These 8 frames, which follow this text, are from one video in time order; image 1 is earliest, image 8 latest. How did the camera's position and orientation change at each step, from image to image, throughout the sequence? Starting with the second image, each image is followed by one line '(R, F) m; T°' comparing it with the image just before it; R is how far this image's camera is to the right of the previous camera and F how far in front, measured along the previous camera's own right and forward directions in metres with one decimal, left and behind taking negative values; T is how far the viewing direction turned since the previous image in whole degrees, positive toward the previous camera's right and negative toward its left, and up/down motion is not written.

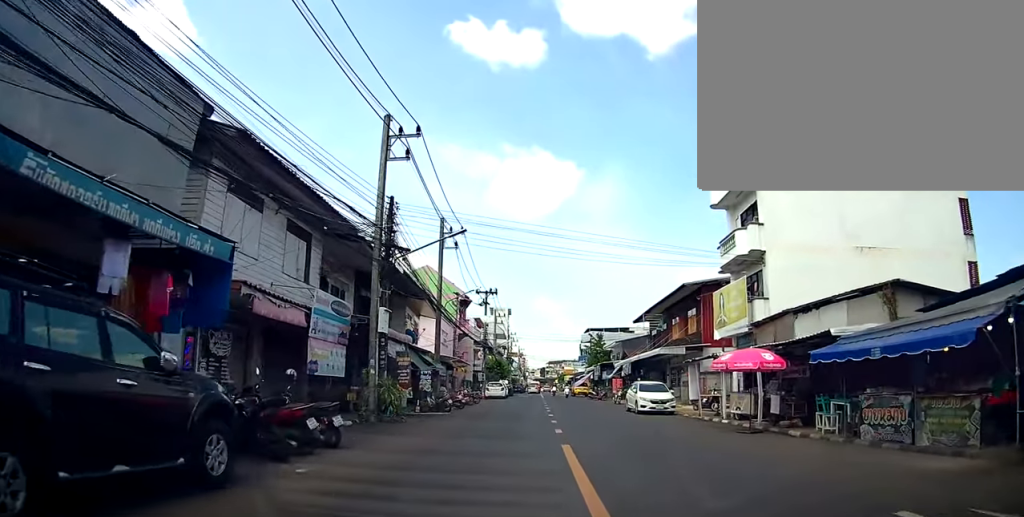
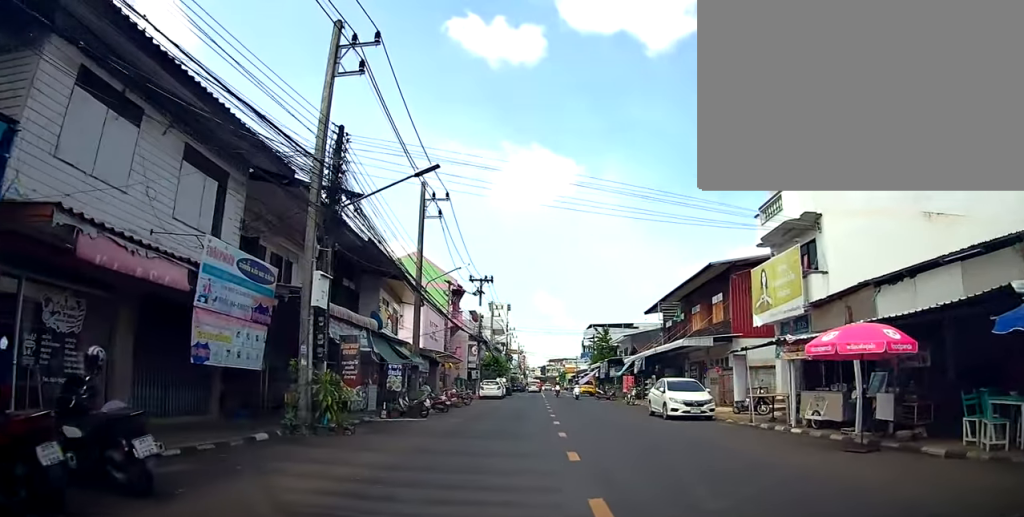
(-0.2, +5.1) m; +4°
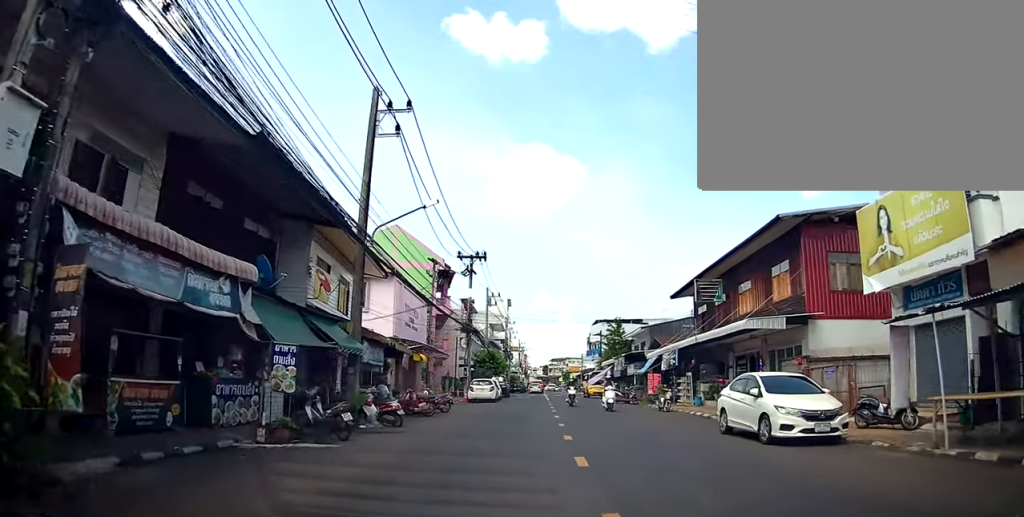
(+0.7, +8.0) m; -1°
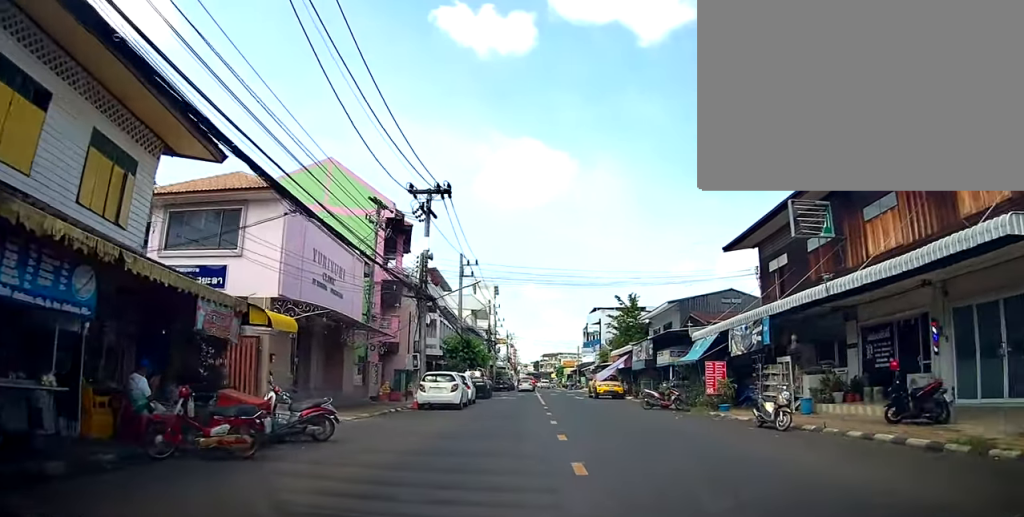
(-0.3, +12.3) m; 0°
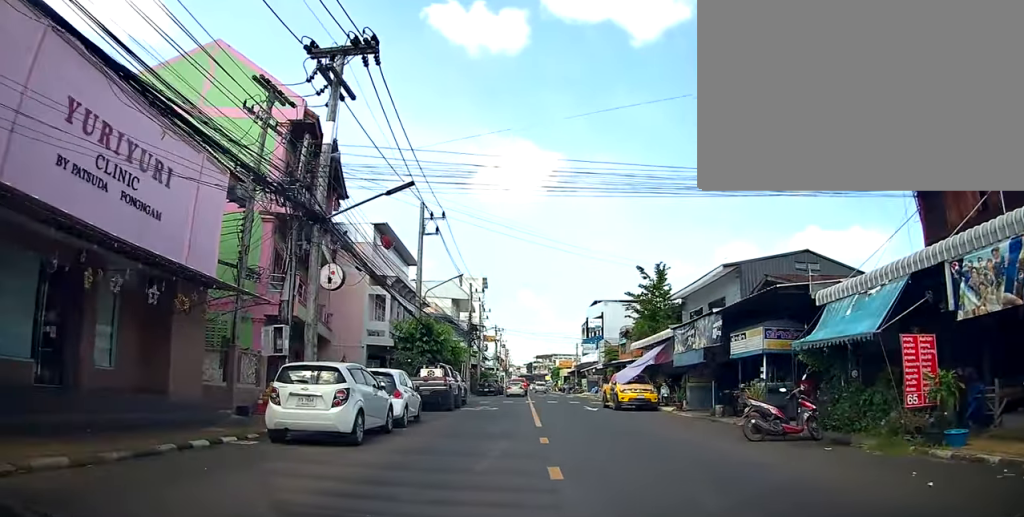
(-0.3, +12.2) m; 0°
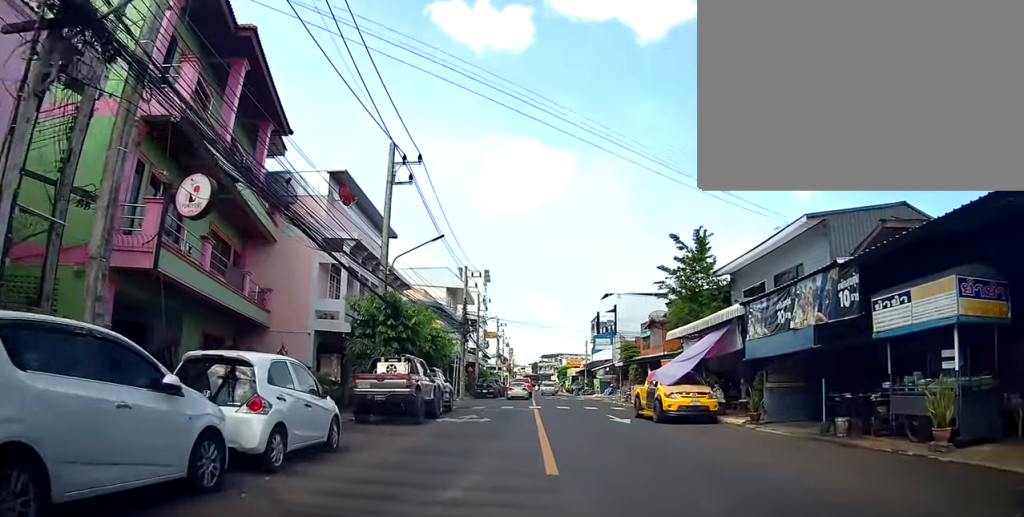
(+0.4, +7.7) m; +1°
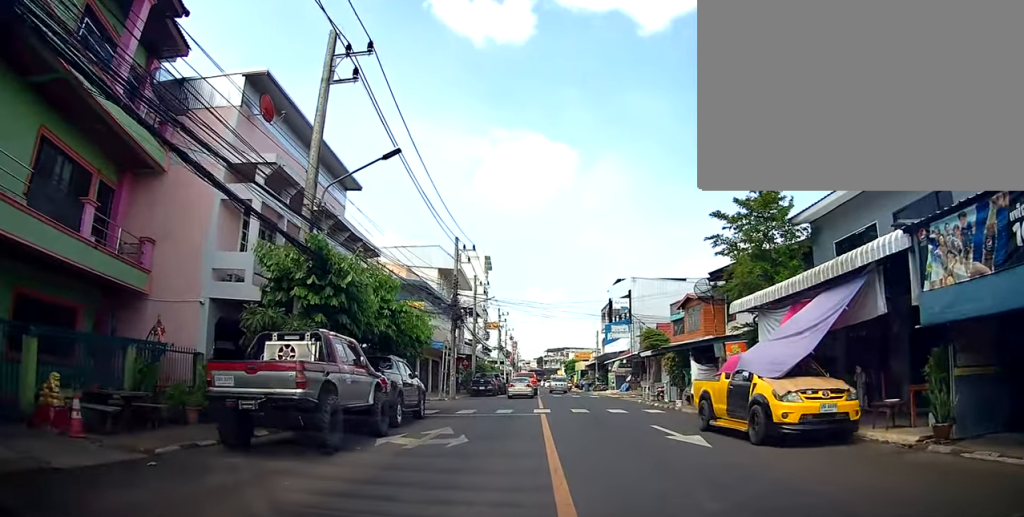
(-0.3, +7.8) m; +1°
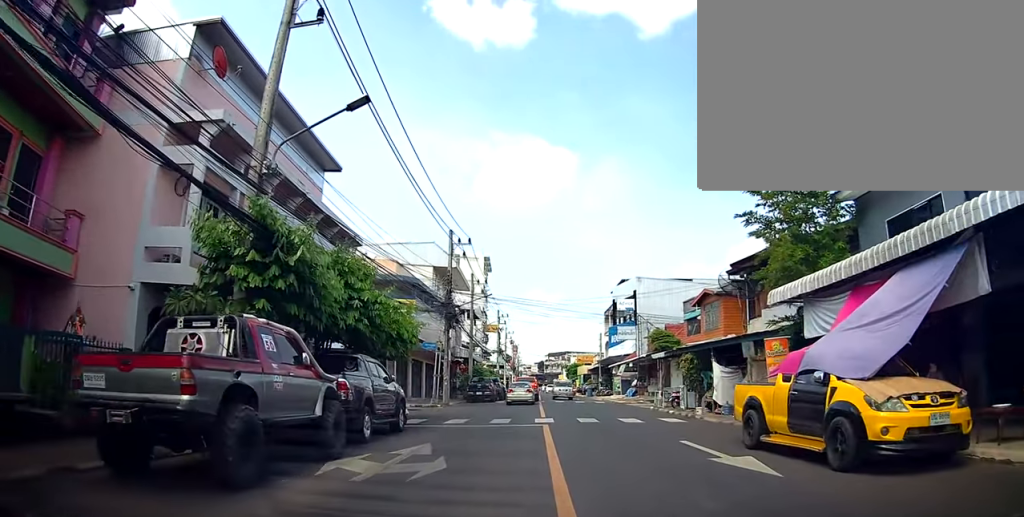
(+0.3, +3.0) m; 0°
